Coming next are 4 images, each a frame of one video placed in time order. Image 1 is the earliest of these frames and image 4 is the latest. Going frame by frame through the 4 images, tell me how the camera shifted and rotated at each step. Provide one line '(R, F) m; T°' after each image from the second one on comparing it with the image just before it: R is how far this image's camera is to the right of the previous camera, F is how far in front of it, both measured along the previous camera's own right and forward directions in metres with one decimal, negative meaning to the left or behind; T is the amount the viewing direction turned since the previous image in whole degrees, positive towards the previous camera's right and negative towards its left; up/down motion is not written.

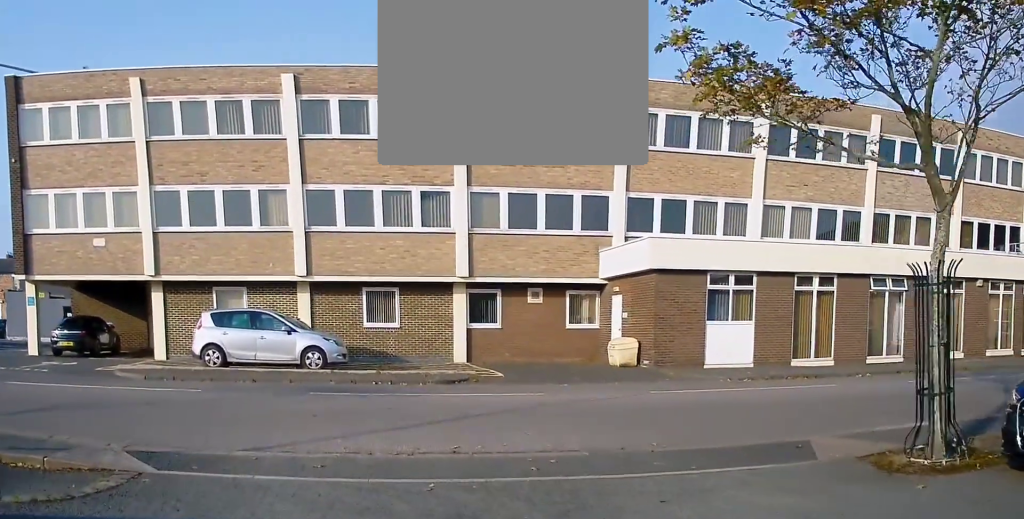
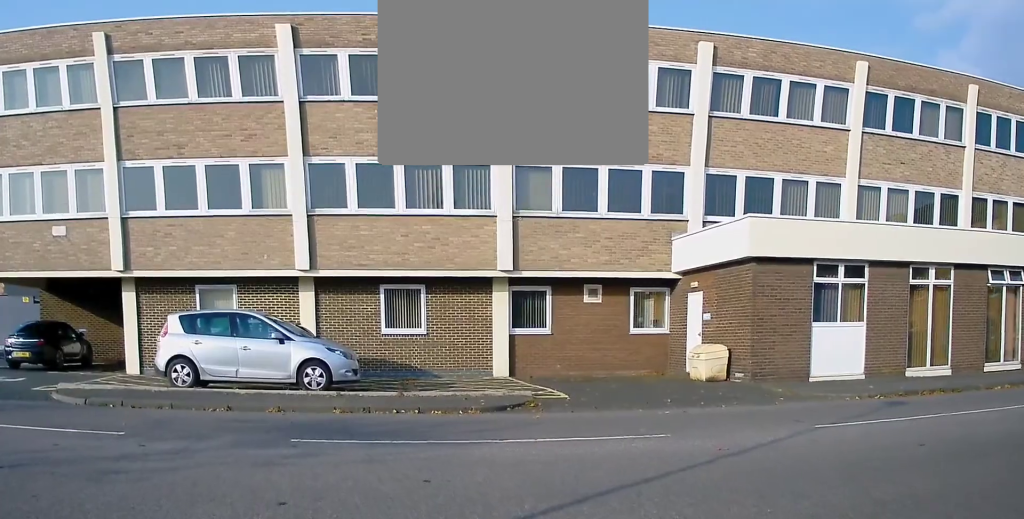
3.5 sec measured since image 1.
(+0.1, +4.3) m; -5°
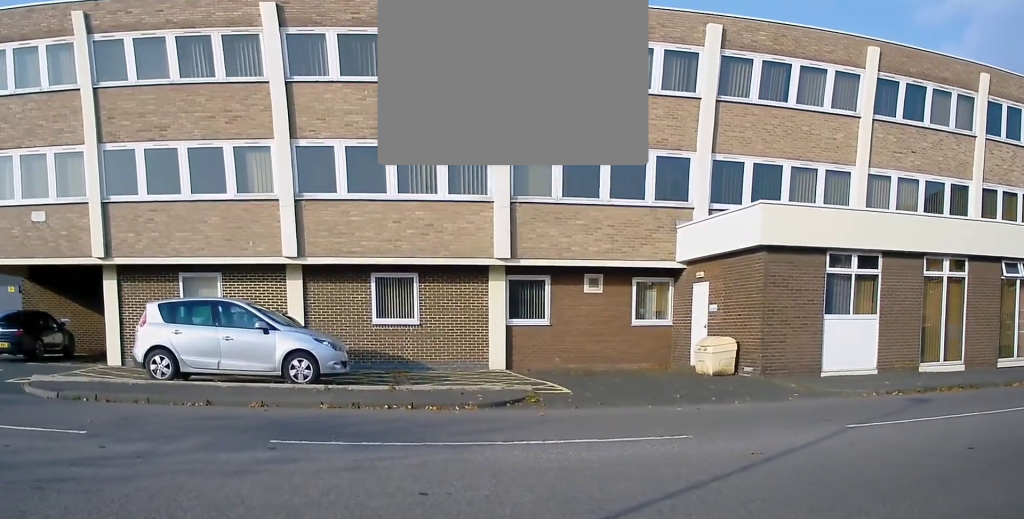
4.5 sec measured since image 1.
(-0.1, +1.1) m; +2°
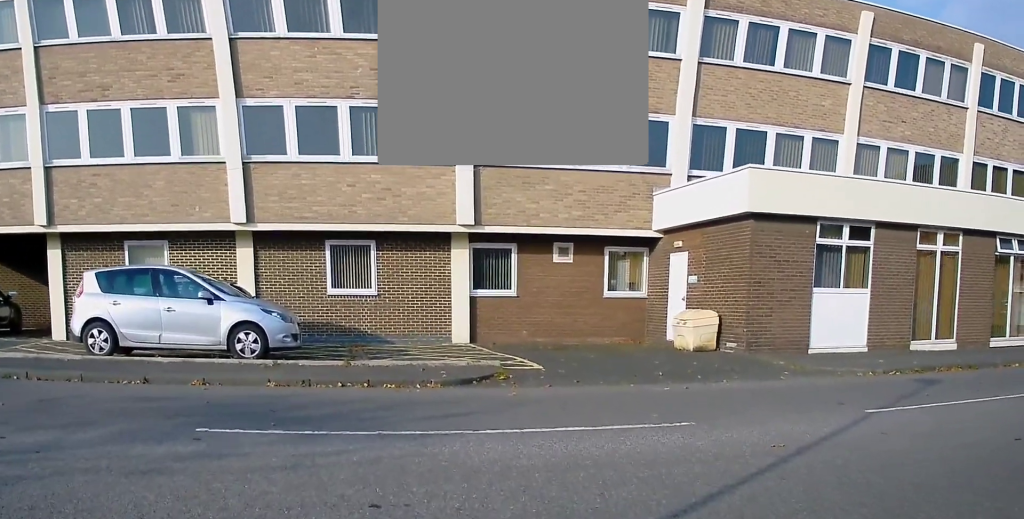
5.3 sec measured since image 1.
(-0.2, +1.3) m; +8°
